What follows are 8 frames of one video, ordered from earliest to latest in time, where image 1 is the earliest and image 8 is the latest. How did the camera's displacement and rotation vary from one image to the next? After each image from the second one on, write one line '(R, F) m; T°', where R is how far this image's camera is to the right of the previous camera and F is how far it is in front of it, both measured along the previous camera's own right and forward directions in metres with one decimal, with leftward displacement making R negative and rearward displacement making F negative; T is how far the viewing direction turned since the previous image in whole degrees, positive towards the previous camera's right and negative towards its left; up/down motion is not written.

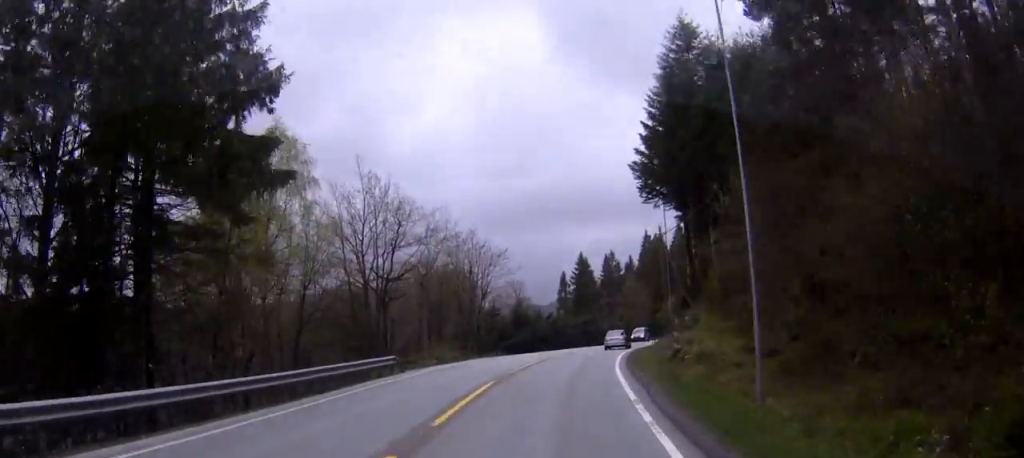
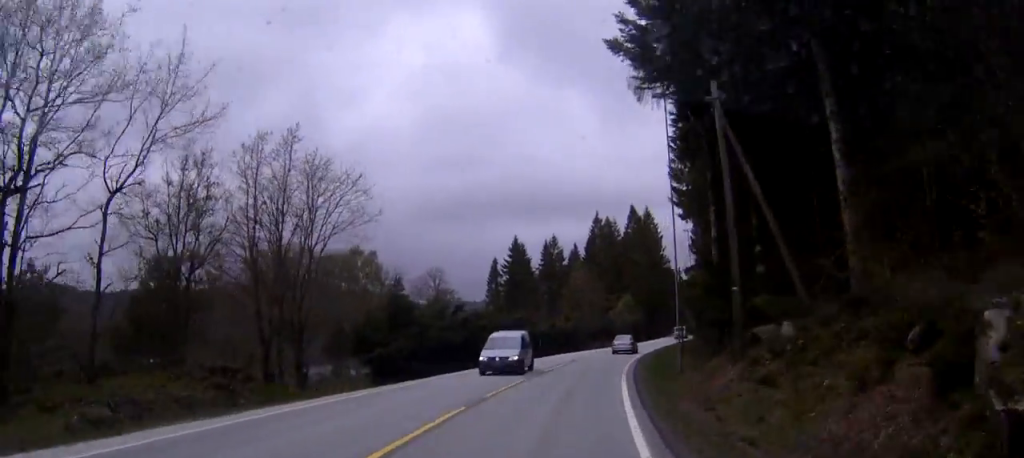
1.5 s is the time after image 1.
(+1.1, +28.2) m; +5°
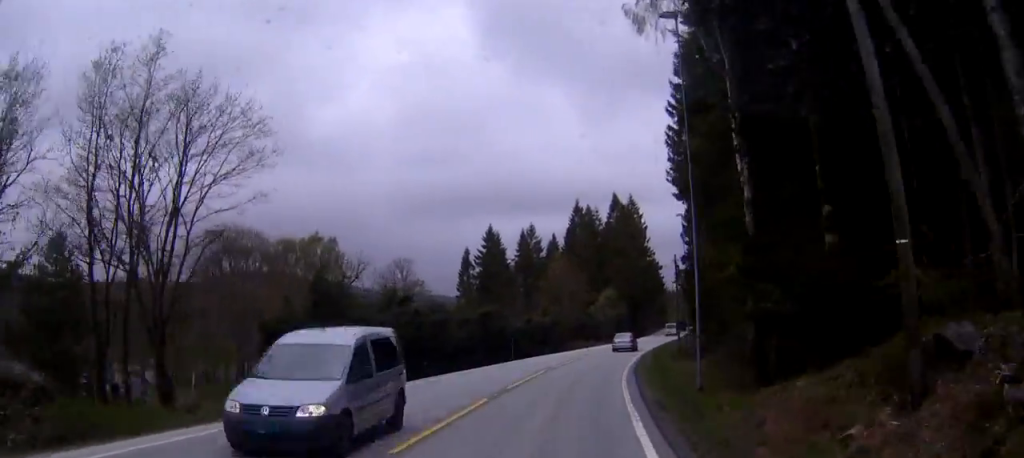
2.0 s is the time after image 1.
(+0.2, +9.1) m; +2°
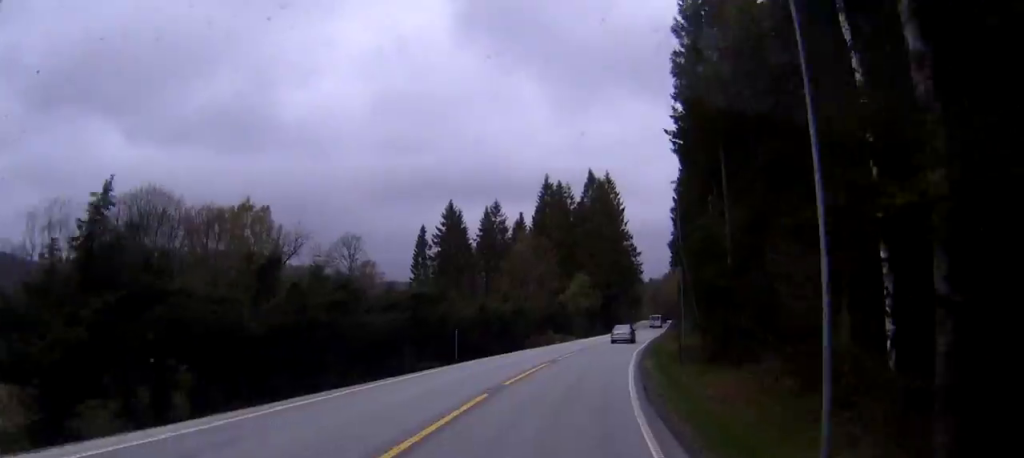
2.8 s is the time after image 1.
(+0.3, +13.5) m; +3°
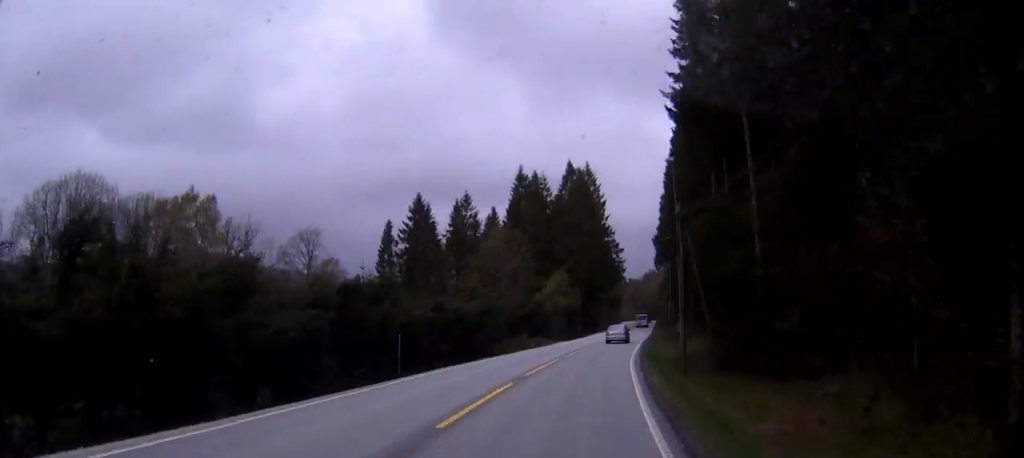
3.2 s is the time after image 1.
(+0.1, +8.7) m; +2°
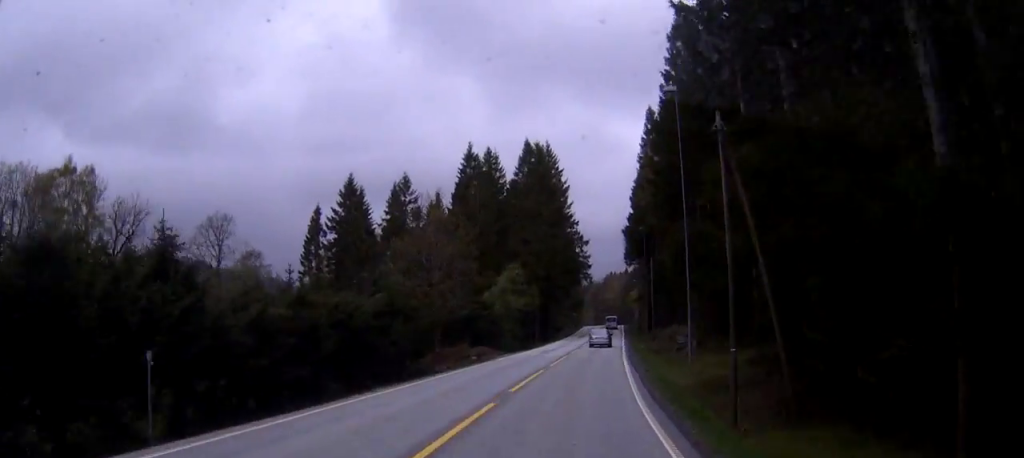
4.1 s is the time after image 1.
(+0.6, +16.4) m; +2°
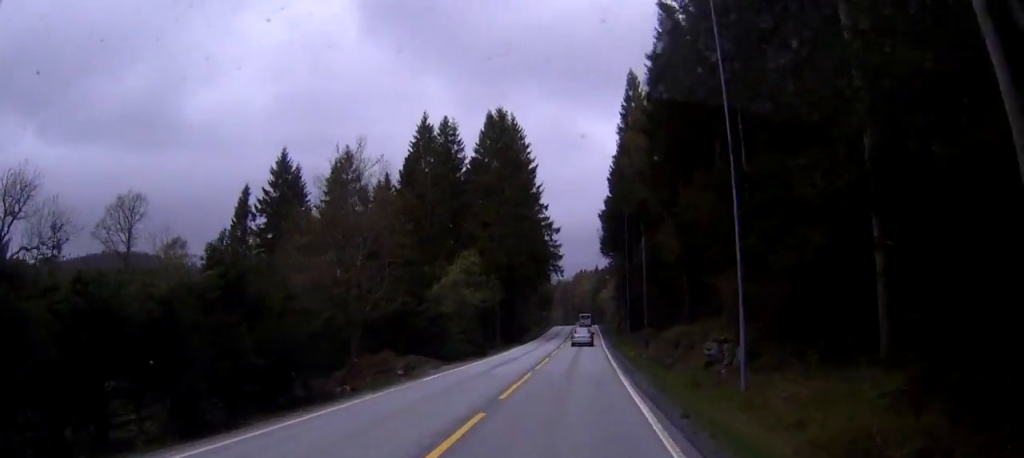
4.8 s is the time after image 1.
(+0.2, +14.0) m; +2°
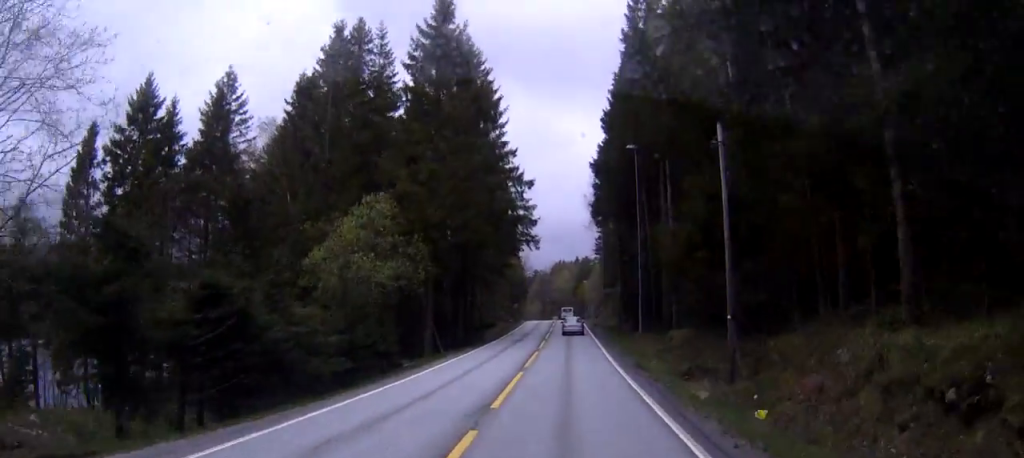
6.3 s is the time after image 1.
(+0.9, +27.3) m; +4°
